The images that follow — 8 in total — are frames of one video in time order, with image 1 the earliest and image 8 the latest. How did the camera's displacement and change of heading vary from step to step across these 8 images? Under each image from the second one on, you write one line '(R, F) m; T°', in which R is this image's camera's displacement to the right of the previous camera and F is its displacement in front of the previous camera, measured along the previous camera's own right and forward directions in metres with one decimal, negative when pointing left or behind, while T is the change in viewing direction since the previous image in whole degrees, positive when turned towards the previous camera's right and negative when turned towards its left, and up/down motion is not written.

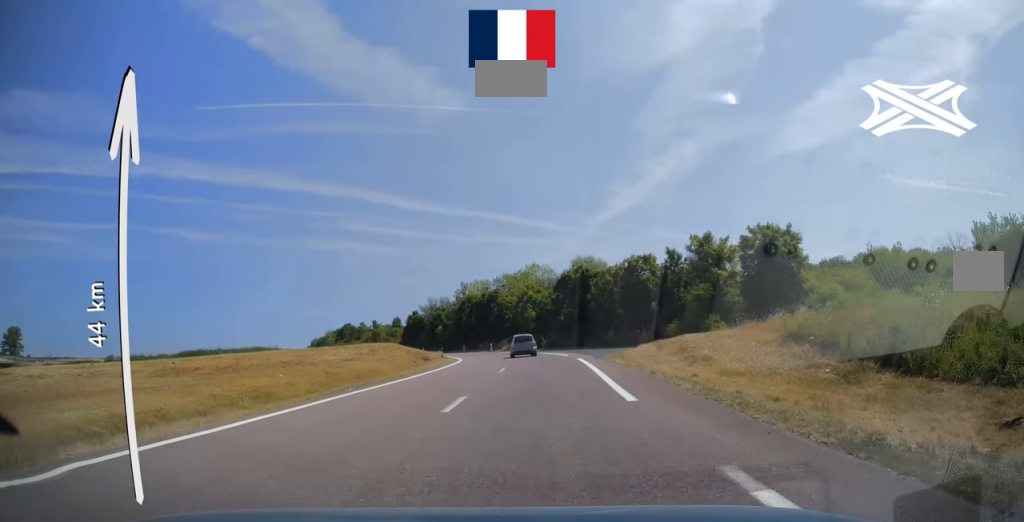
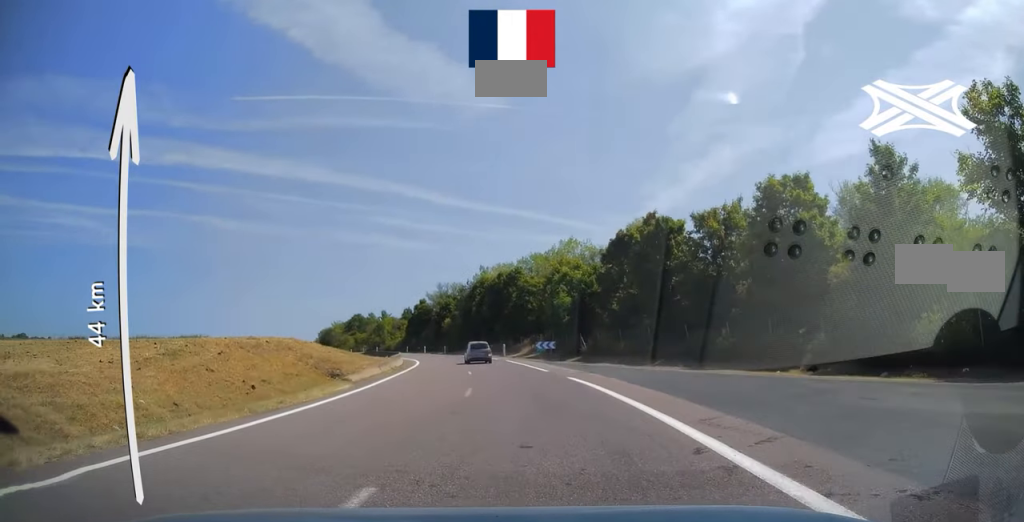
(-0.5, +35.1) m; -4°
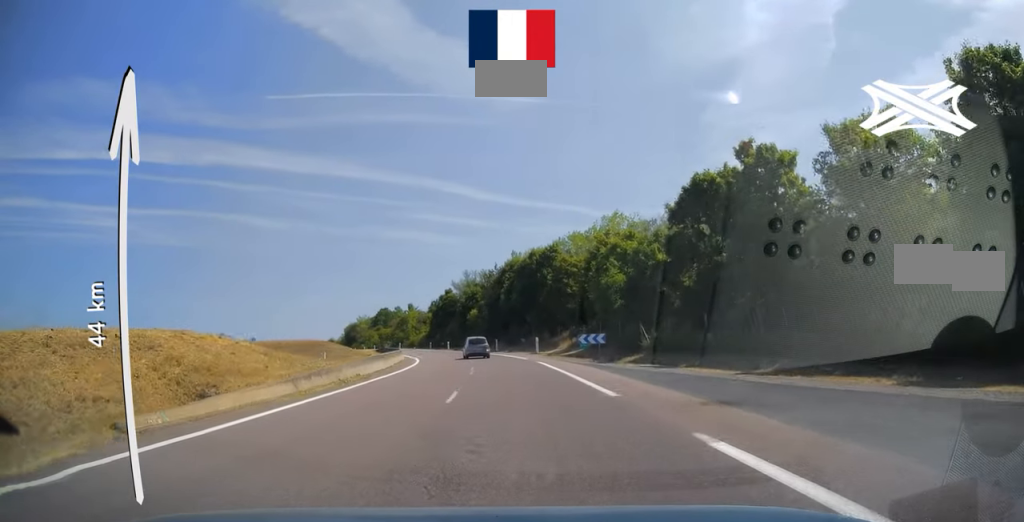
(-0.5, +15.5) m; -3°
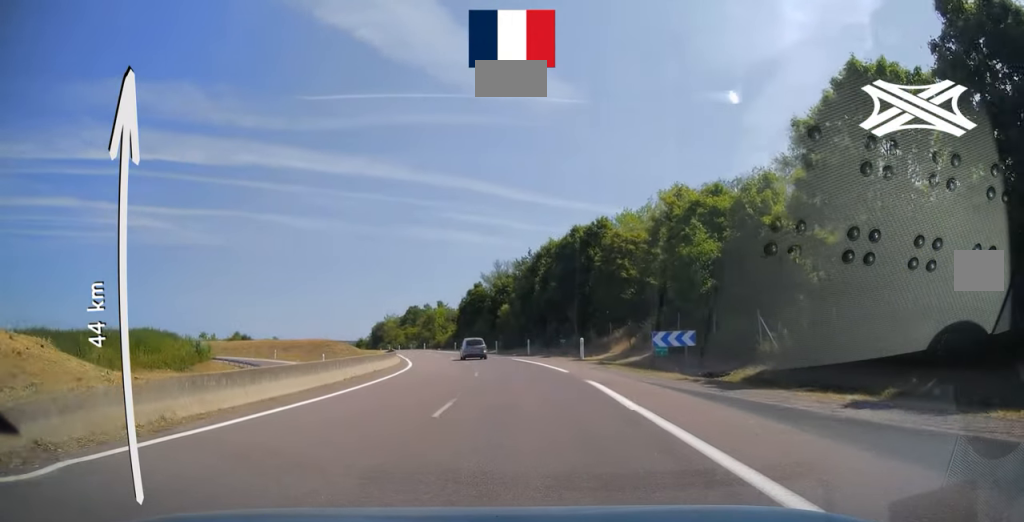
(-0.5, +16.0) m; -4°
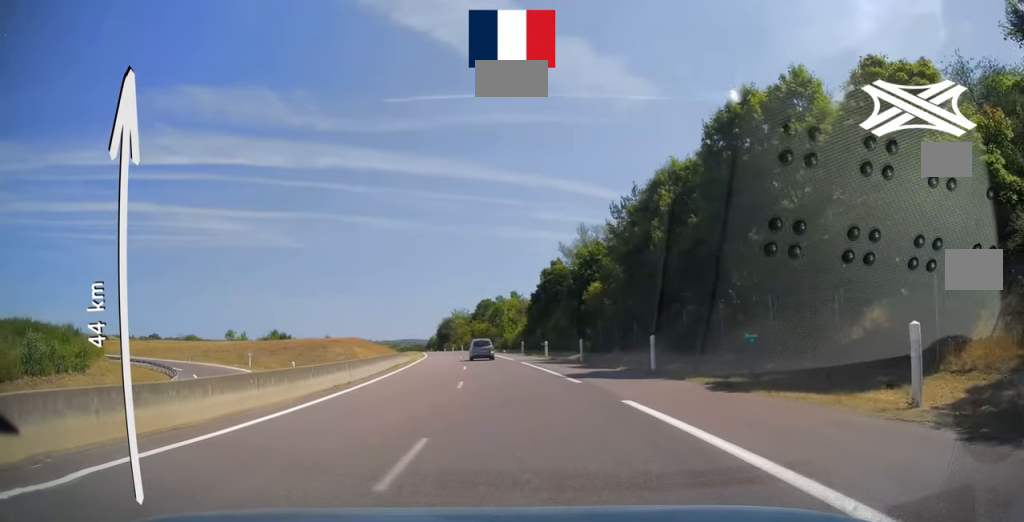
(-2.3, +31.7) m; -9°
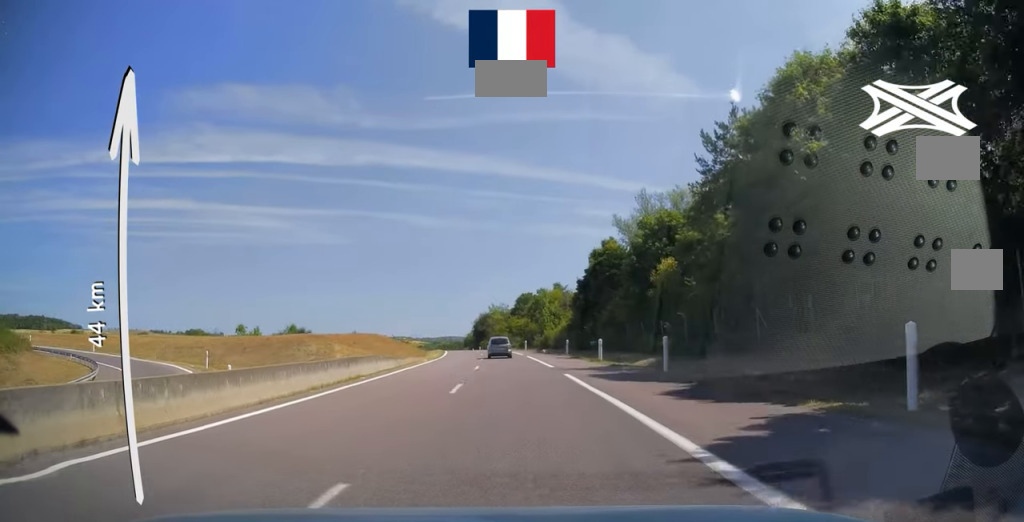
(-0.4, +16.2) m; -3°
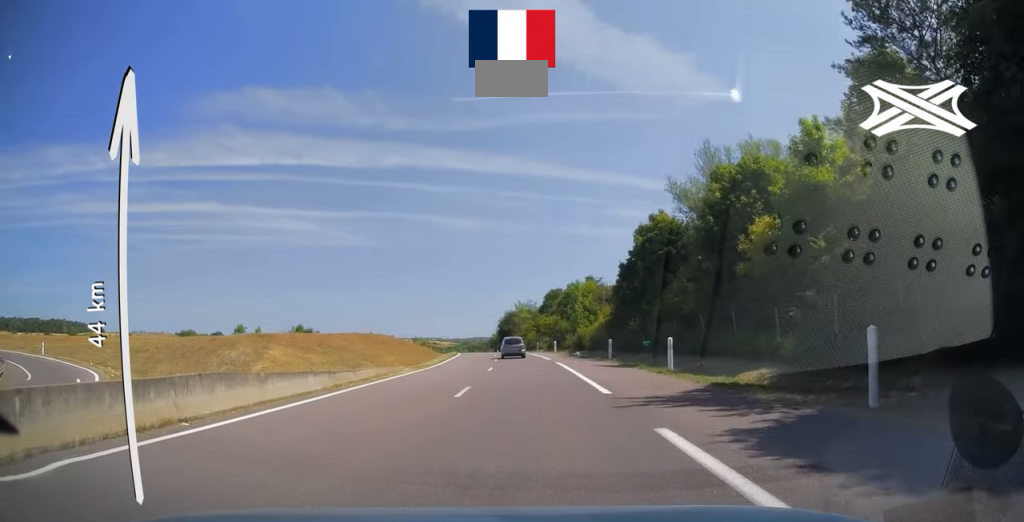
(-0.5, +14.2) m; -2°
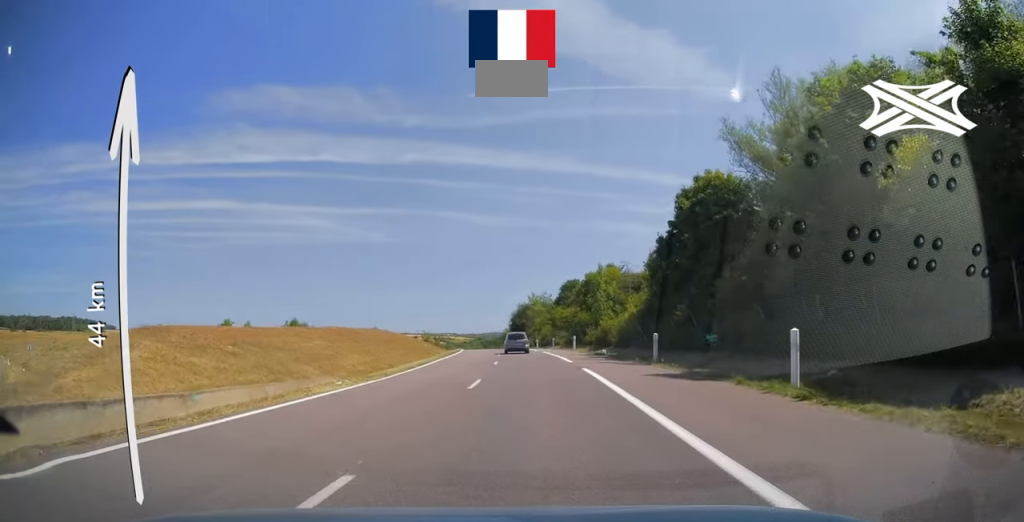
(-0.3, +11.9) m; -2°
